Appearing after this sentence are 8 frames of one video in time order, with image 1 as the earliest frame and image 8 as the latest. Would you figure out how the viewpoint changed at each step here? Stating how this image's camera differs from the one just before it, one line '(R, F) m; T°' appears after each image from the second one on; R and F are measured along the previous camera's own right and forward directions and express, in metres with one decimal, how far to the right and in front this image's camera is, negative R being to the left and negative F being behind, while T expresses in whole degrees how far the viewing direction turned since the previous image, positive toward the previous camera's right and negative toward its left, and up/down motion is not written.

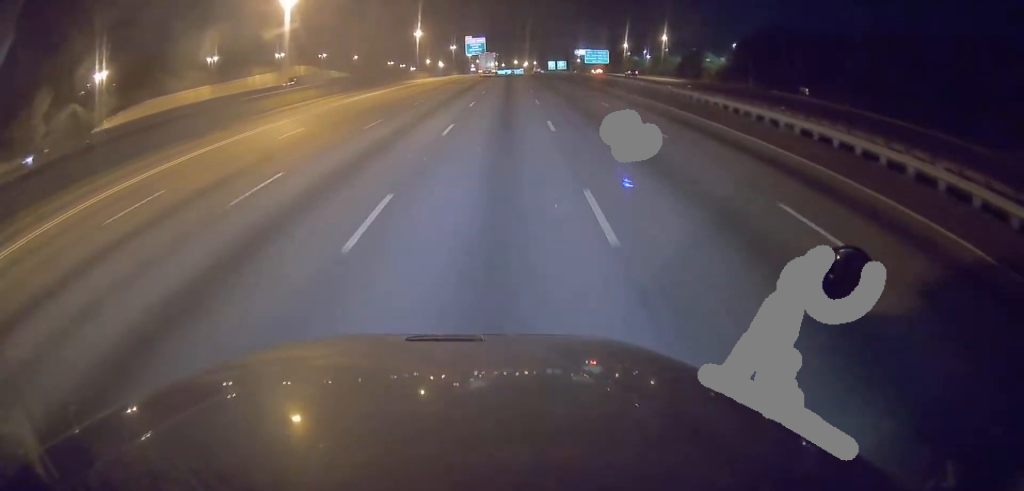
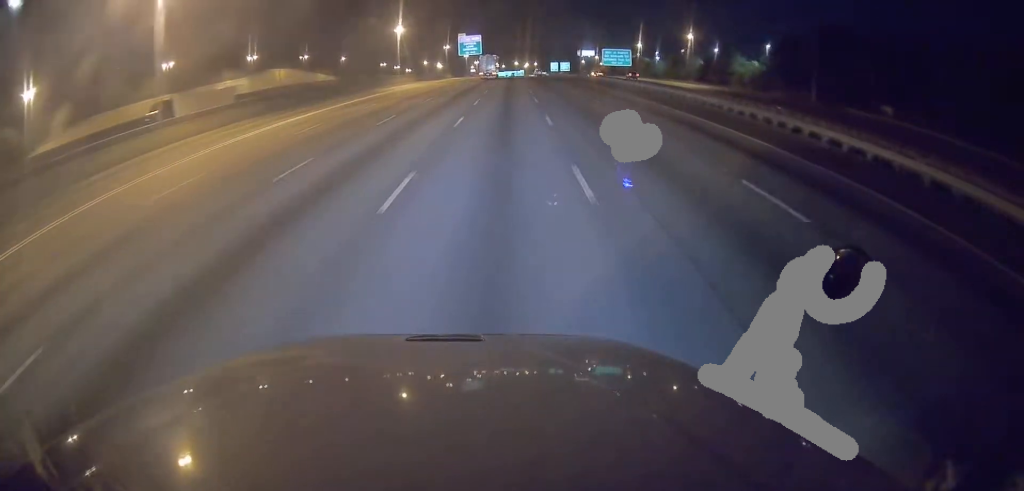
(-0.2, +21.6) m; 0°
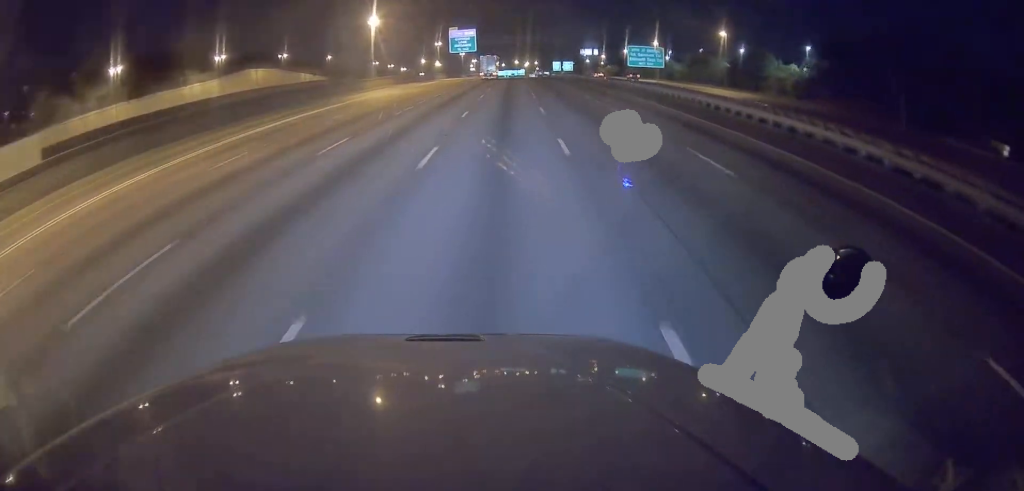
(0.0, +20.3) m; 0°
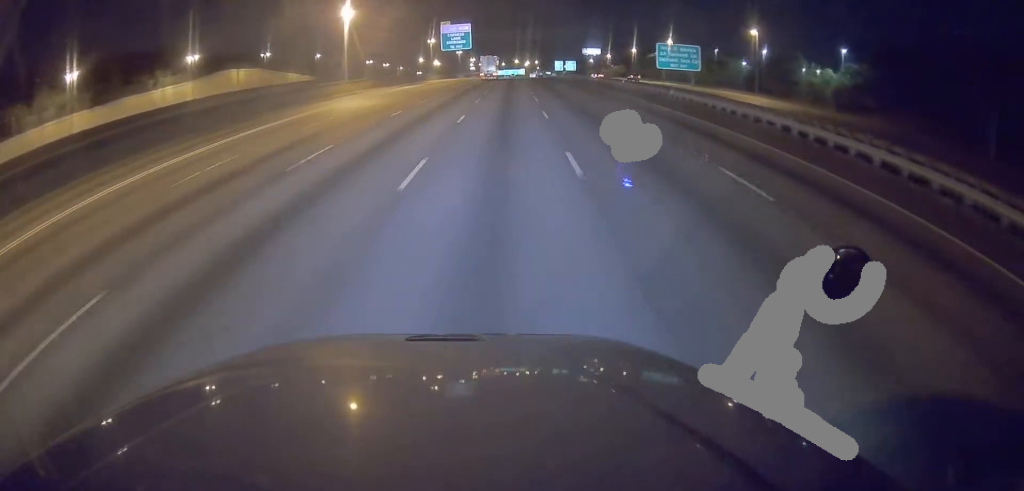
(0.0, +14.4) m; 0°
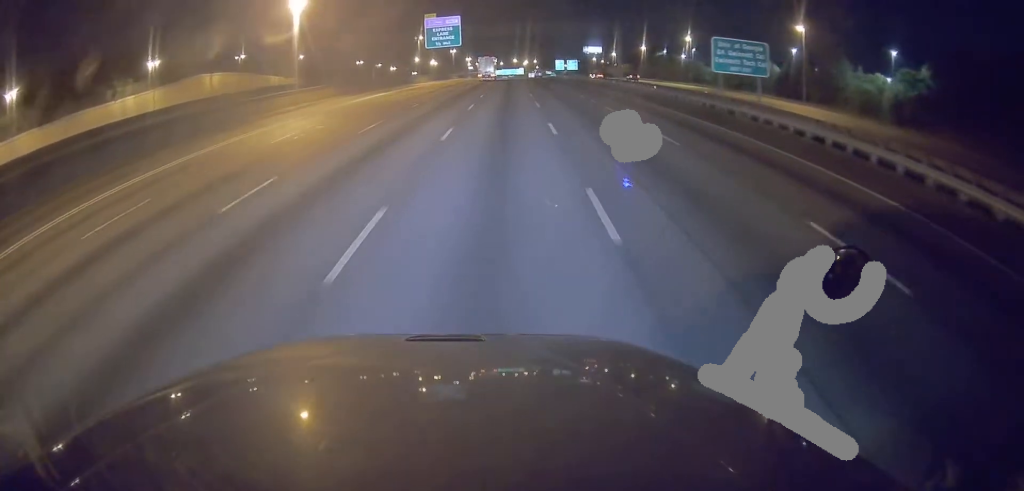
(0.0, +16.8) m; 0°
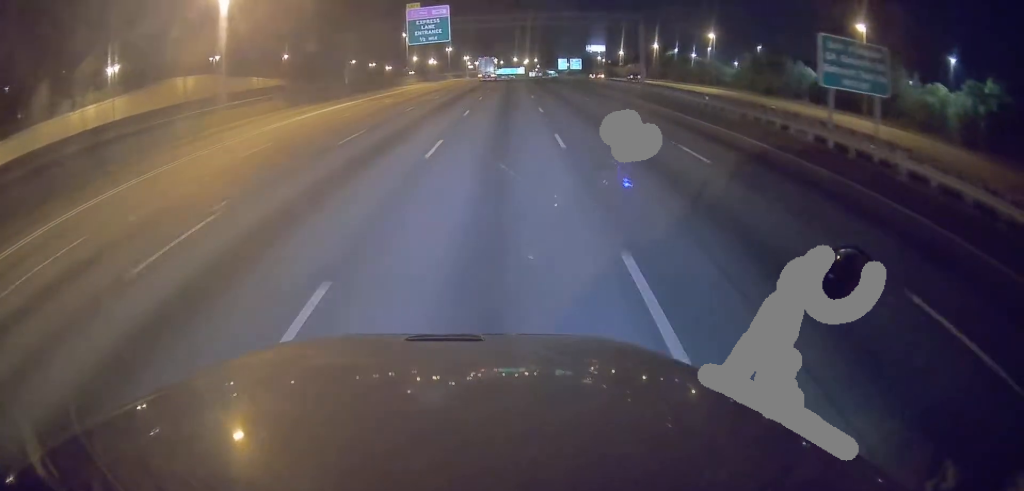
(0.0, +15.4) m; 0°
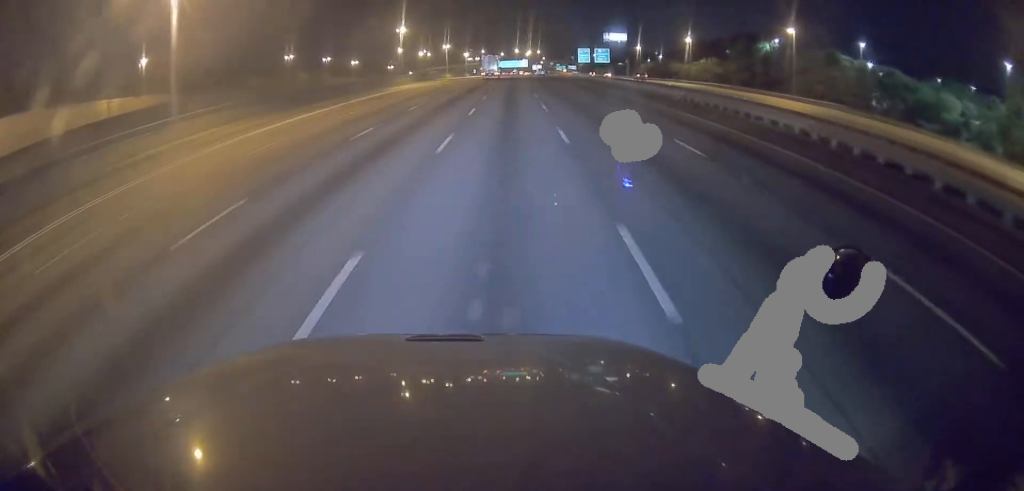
(-0.6, +84.0) m; 0°
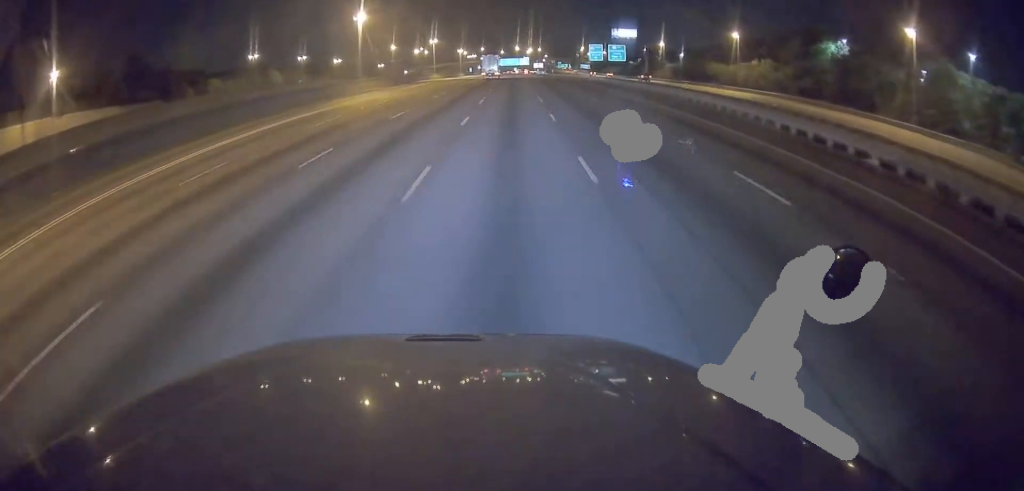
(-0.1, +29.8) m; 0°
